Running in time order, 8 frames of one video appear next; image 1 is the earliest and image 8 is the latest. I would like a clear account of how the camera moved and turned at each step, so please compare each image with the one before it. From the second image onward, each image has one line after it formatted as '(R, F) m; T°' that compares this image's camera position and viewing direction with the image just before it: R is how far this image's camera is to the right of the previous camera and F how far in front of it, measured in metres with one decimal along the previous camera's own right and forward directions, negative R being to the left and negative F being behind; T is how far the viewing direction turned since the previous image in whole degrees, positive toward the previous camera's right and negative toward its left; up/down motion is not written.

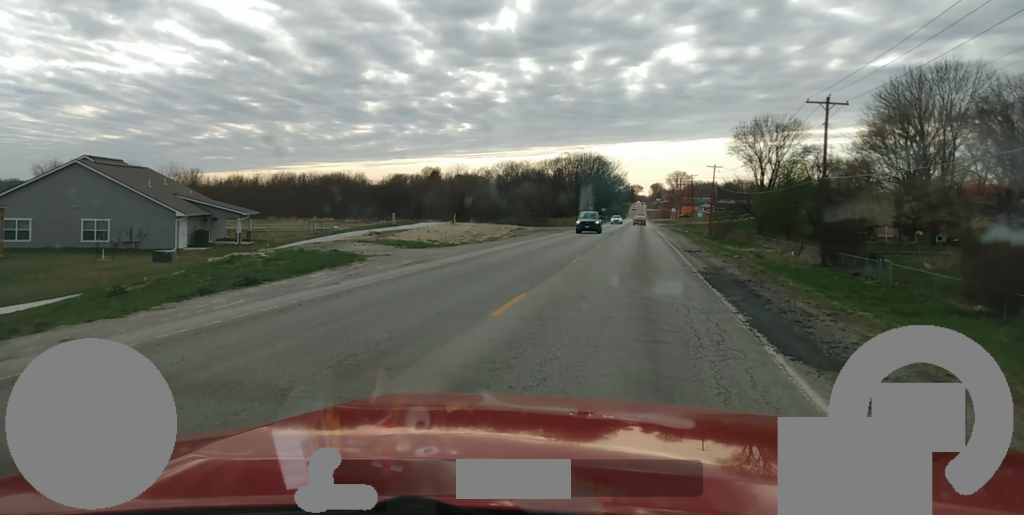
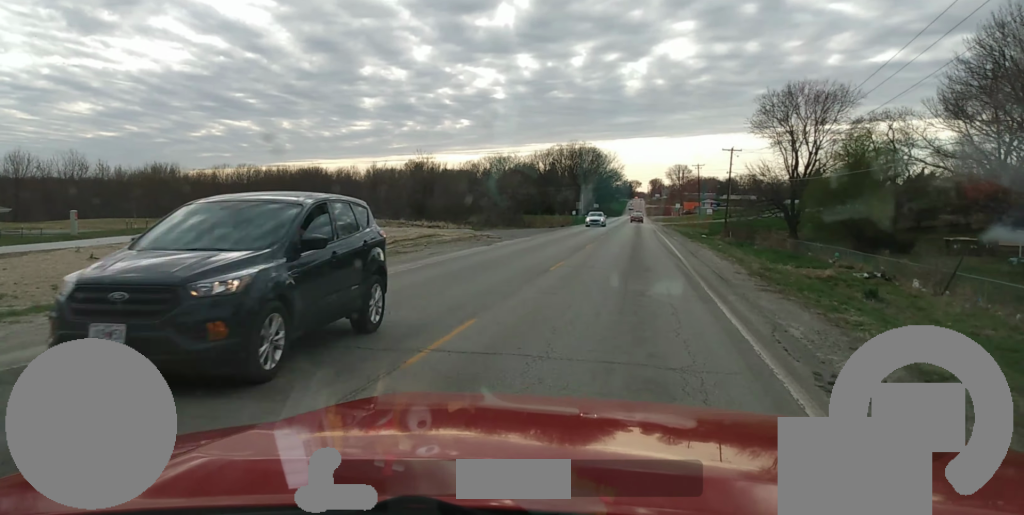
(-0.1, +27.6) m; 0°
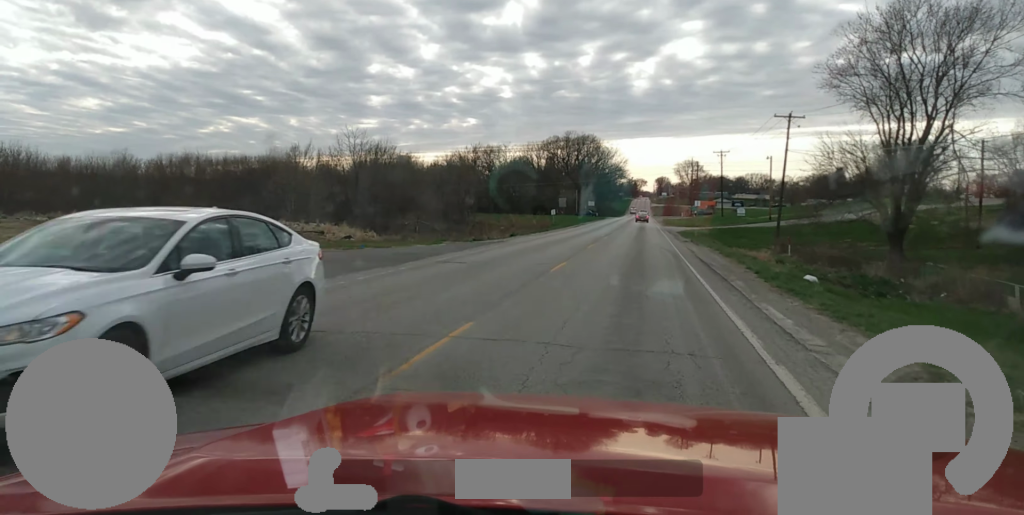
(+0.3, +37.0) m; 0°
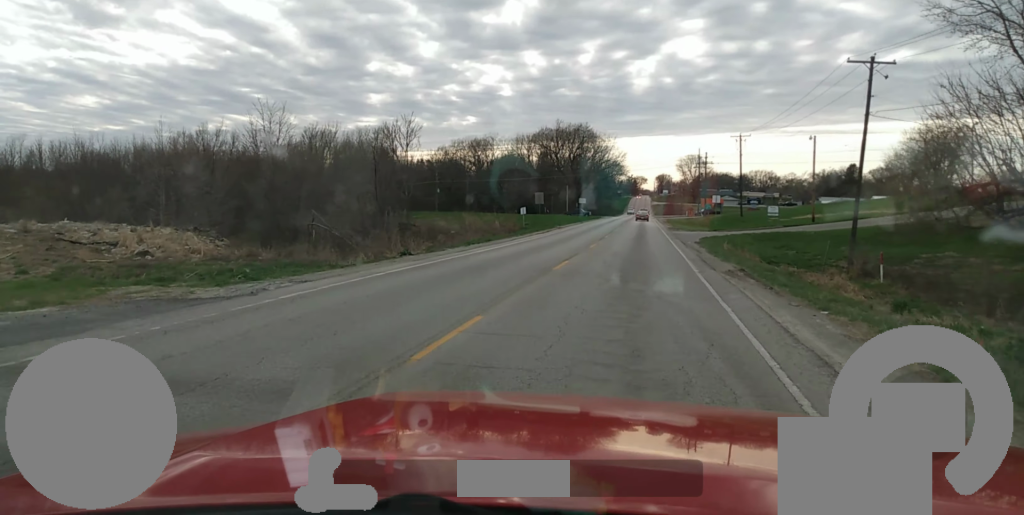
(-0.5, +24.1) m; 0°
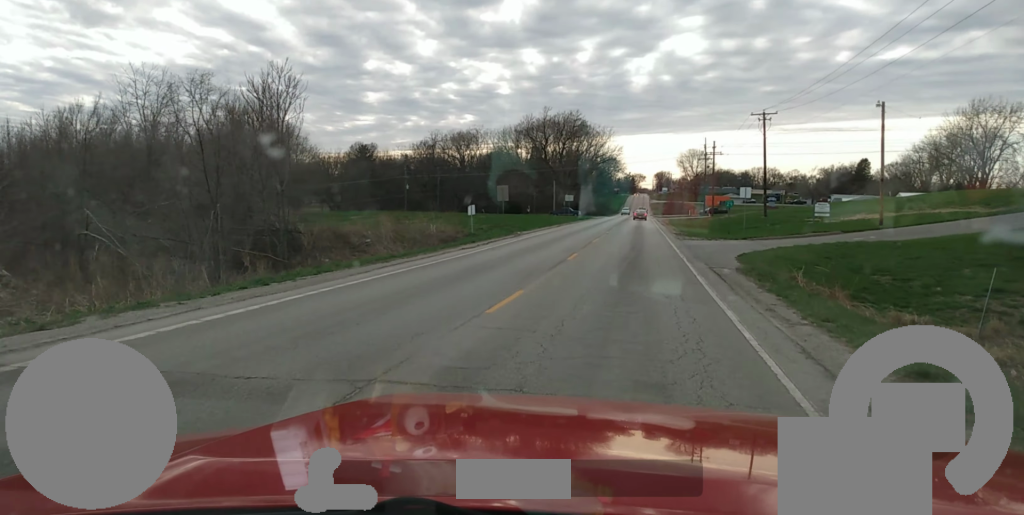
(+0.4, +20.2) m; +2°
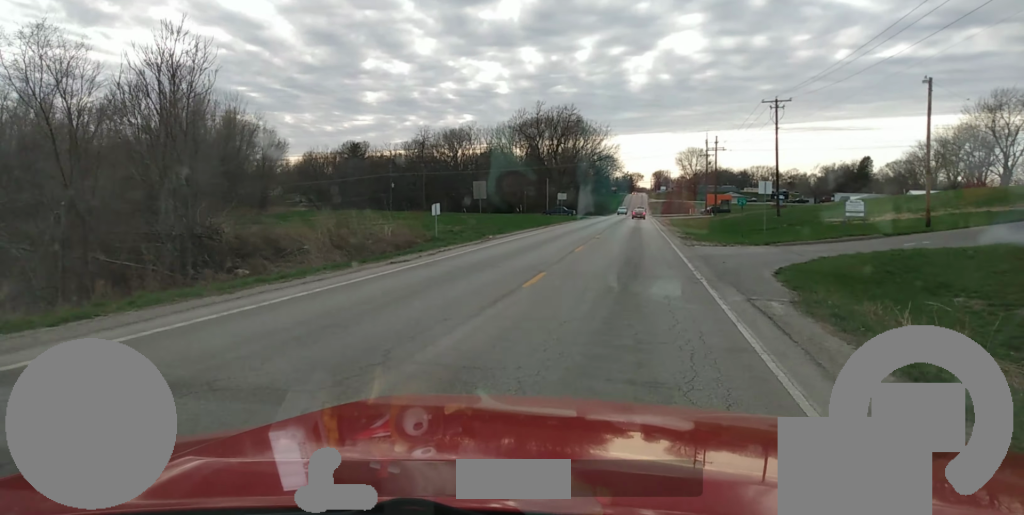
(+0.1, +8.7) m; 0°
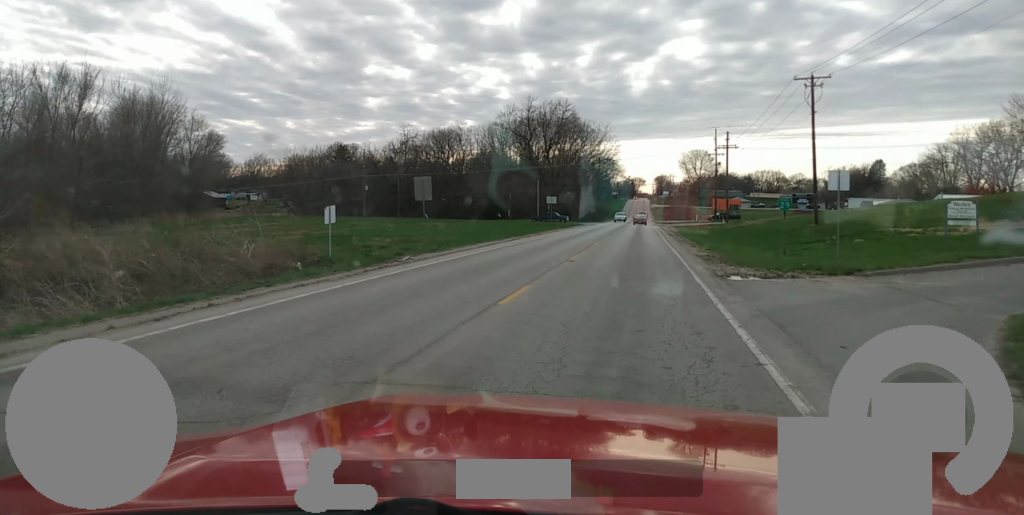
(+0.1, +14.1) m; -1°
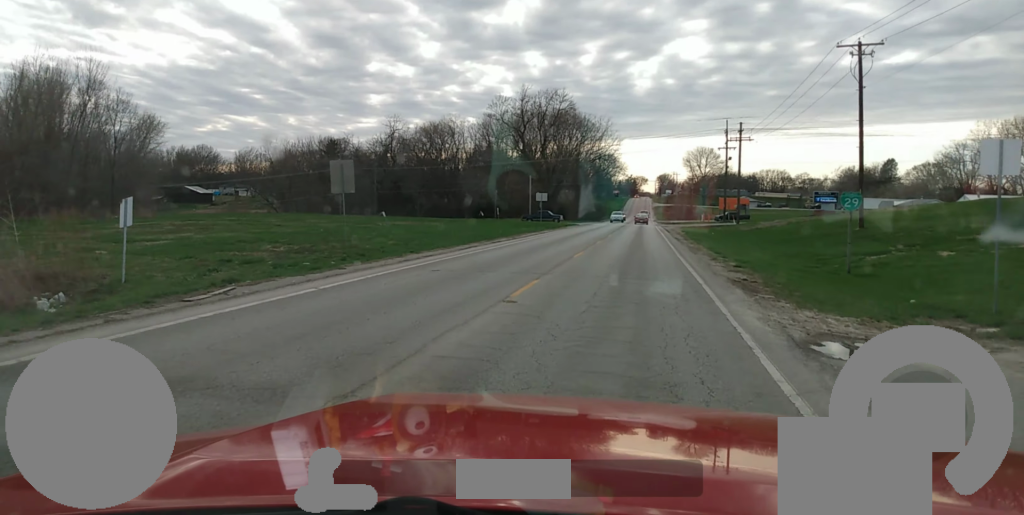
(-0.2, +11.4) m; -1°
